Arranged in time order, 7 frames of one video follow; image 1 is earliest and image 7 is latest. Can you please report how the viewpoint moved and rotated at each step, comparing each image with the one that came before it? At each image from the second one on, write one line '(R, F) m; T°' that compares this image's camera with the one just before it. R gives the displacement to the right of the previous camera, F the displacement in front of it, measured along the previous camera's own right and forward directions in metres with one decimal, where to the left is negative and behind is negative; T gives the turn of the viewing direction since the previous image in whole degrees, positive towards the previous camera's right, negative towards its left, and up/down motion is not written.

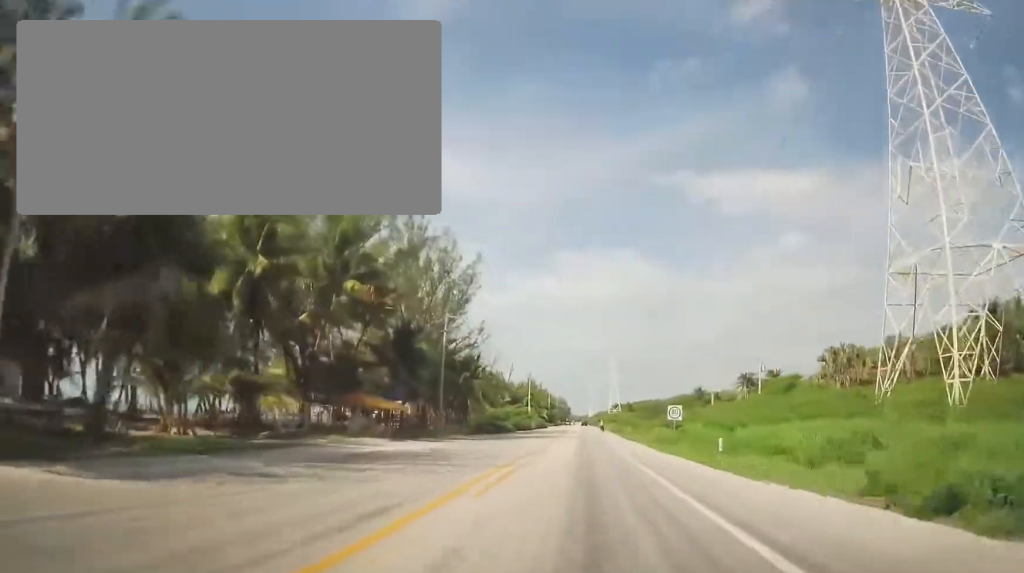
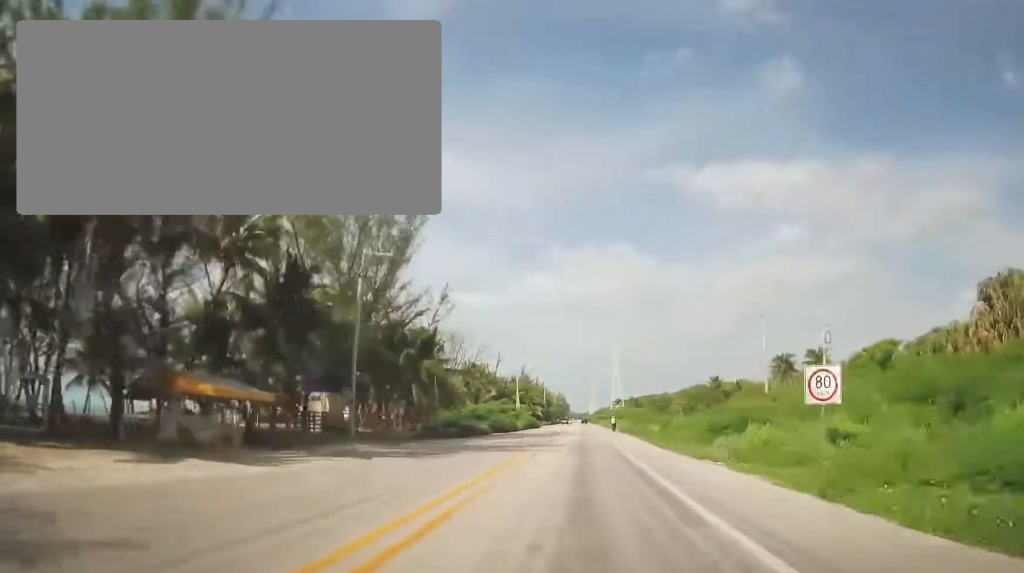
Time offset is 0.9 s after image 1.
(+0.7, +23.1) m; 0°
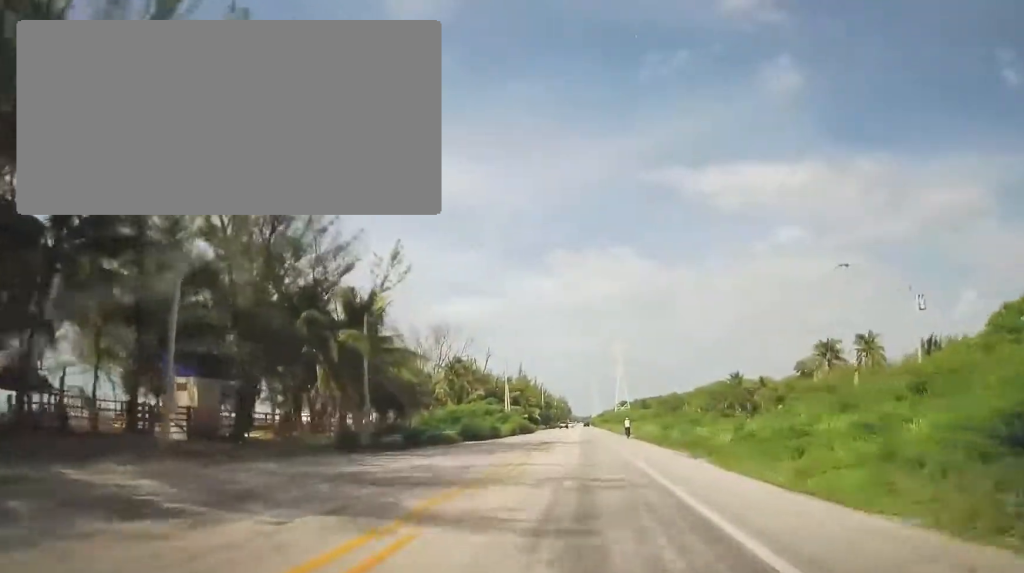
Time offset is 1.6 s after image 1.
(-0.4, +17.9) m; 0°
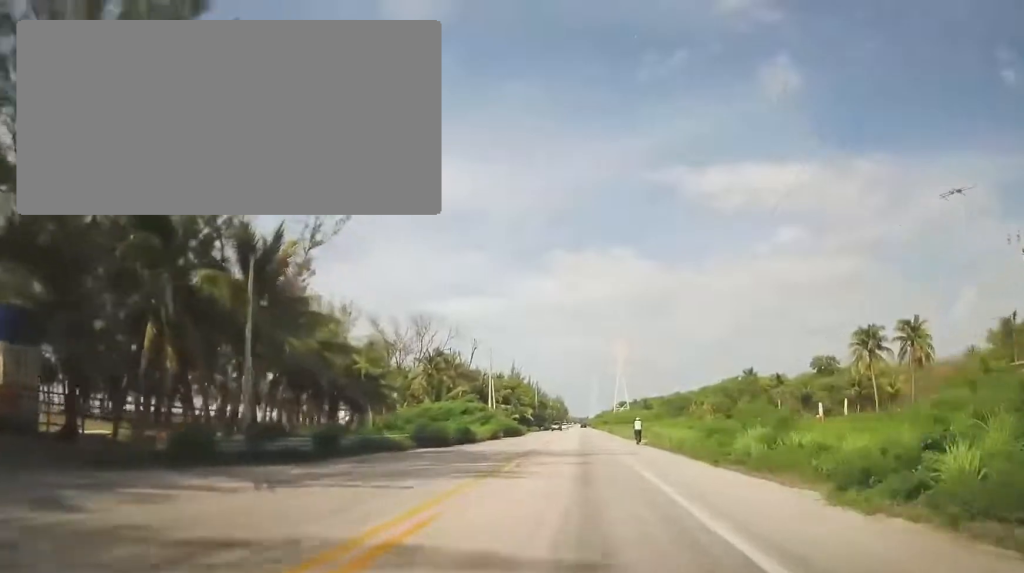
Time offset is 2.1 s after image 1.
(-0.4, +13.0) m; 0°
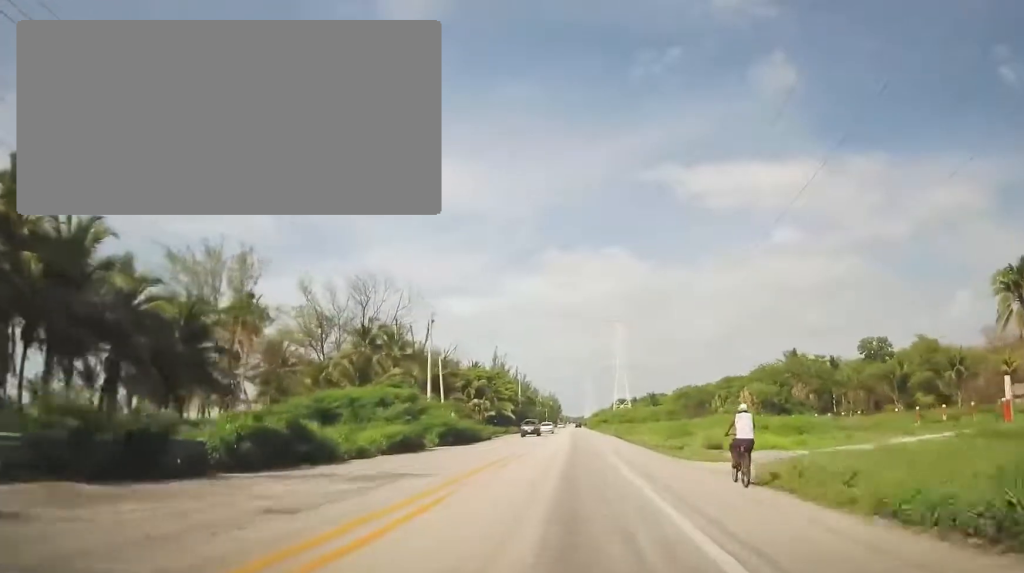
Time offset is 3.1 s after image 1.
(+0.8, +27.6) m; +3°
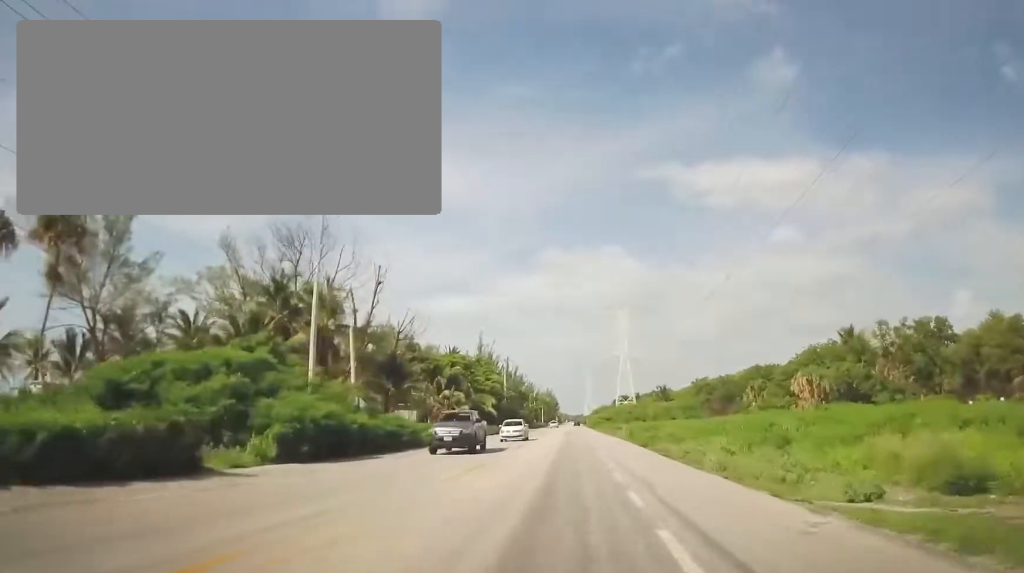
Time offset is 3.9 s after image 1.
(+0.4, +20.8) m; 0°
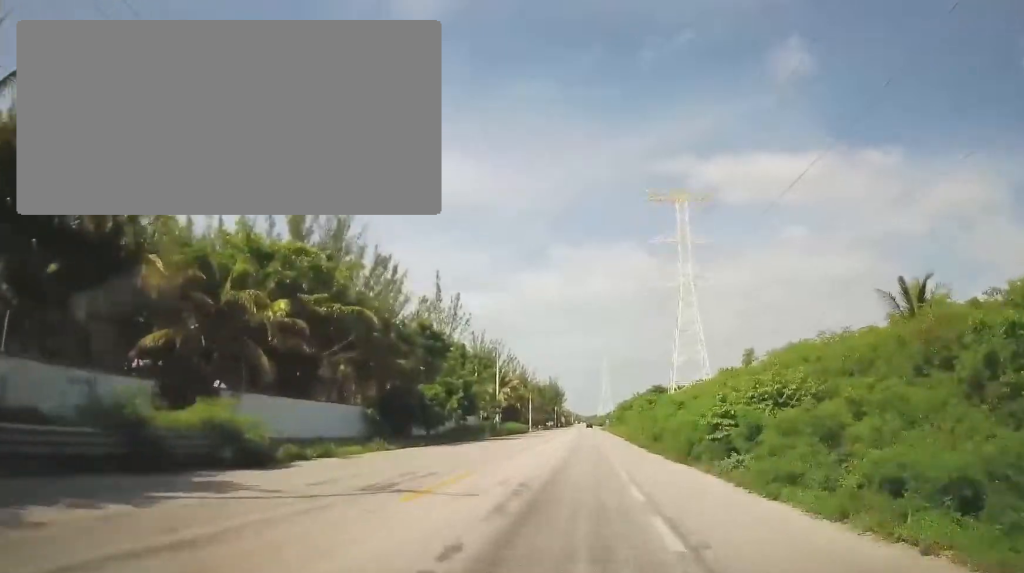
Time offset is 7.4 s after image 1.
(-2.7, +92.5) m; -2°
